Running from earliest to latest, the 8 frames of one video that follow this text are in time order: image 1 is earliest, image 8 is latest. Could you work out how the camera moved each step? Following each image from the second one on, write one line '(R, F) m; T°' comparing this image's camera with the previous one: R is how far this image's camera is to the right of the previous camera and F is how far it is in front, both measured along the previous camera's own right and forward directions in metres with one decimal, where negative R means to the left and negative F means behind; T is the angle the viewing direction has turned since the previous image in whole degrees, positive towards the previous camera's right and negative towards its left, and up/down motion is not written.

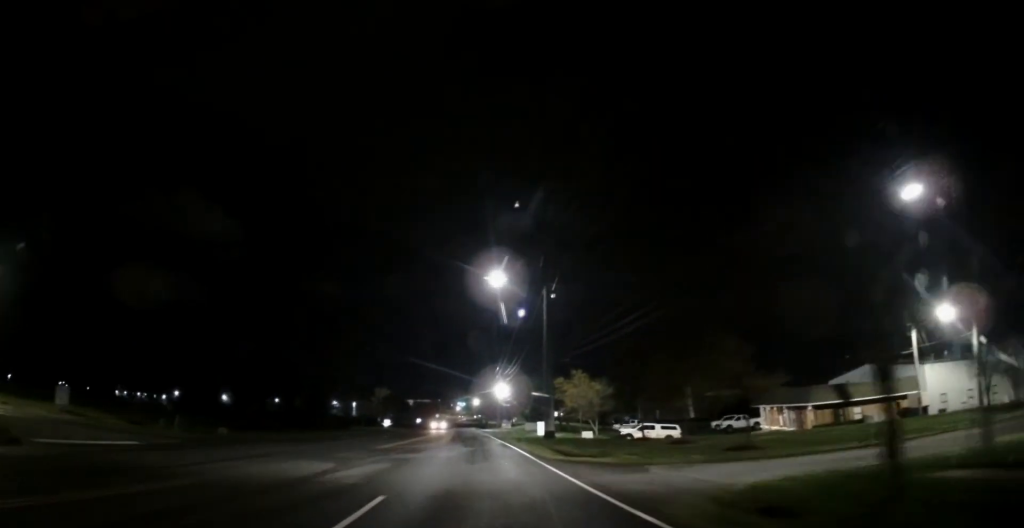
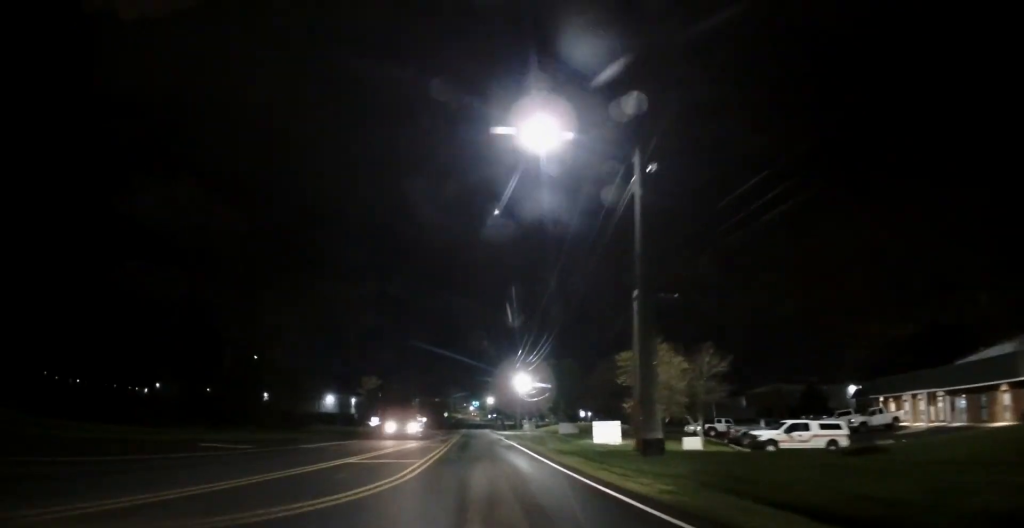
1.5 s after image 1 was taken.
(-0.5, +25.9) m; -1°
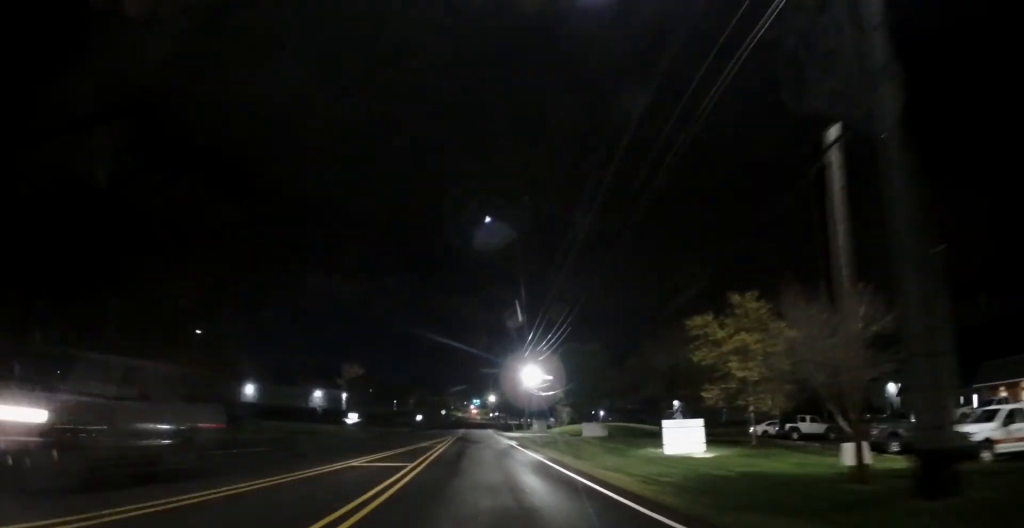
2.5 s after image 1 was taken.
(0.0, +15.5) m; 0°
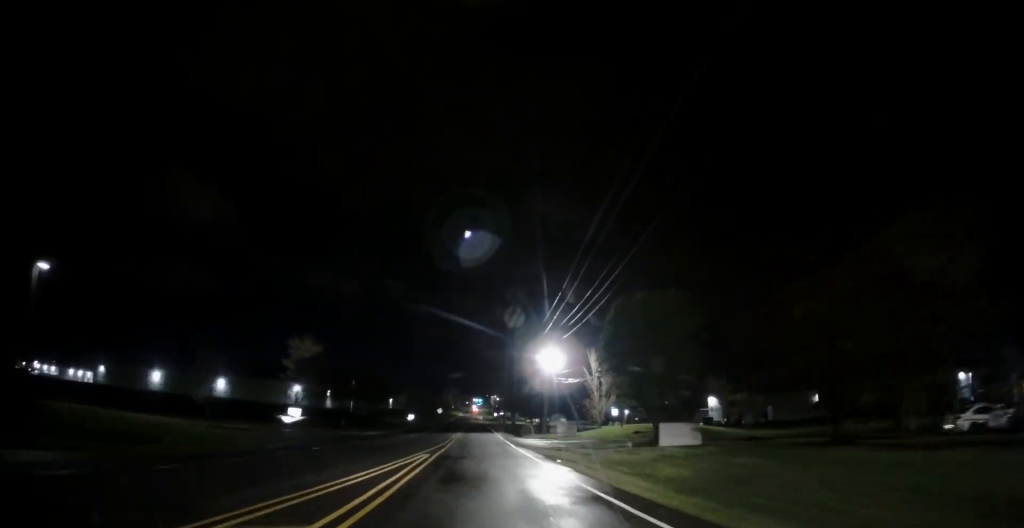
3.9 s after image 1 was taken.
(0.0, +23.2) m; 0°
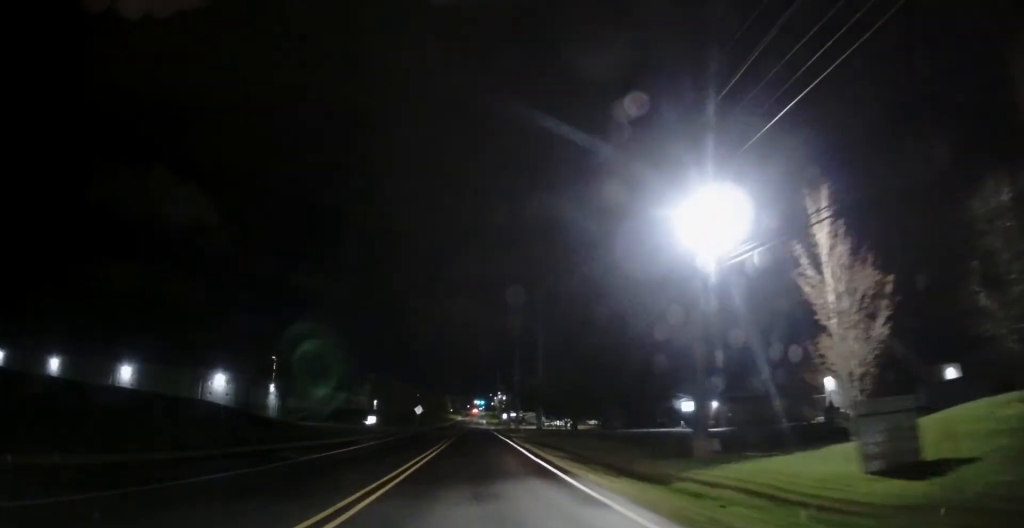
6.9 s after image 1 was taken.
(0.0, +48.0) m; 0°
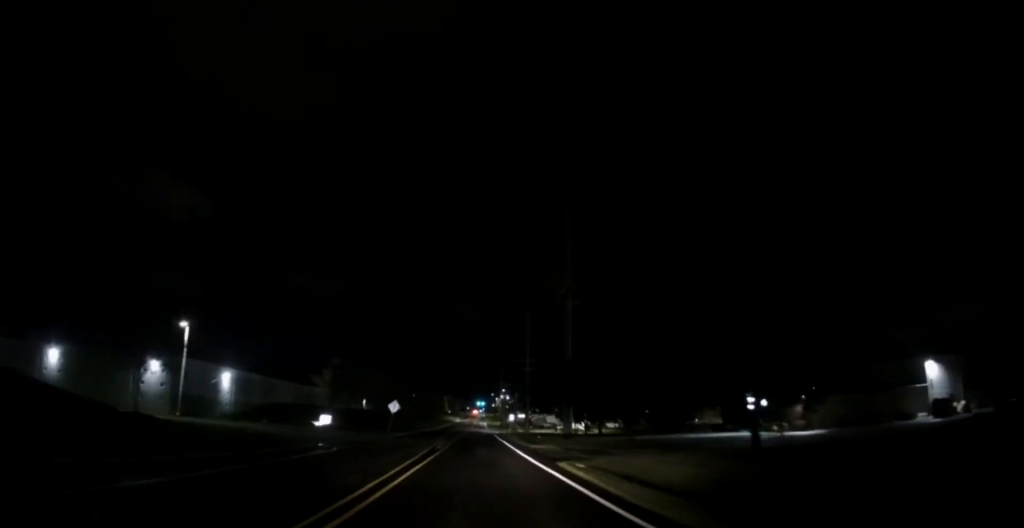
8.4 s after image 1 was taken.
(+0.1, +22.8) m; 0°
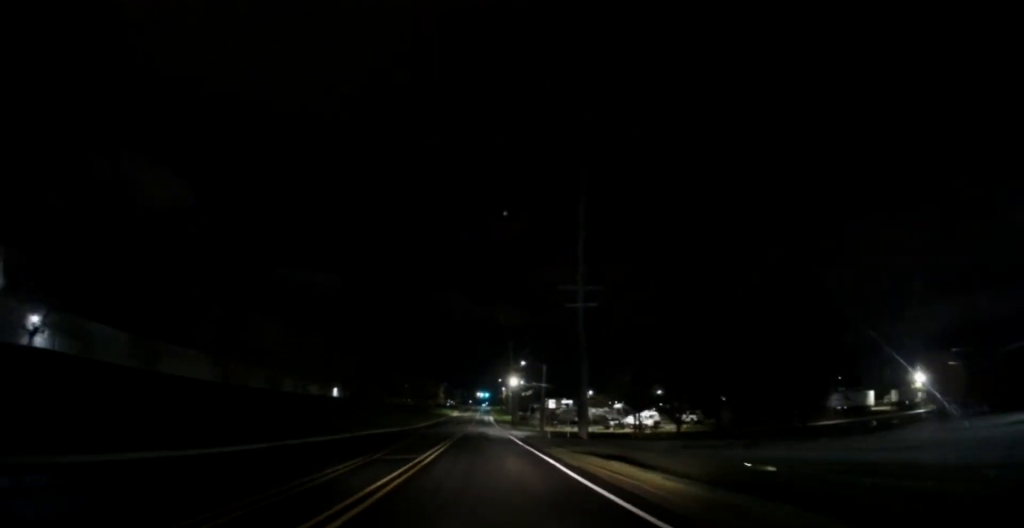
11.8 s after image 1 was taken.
(-0.3, +44.3) m; 0°
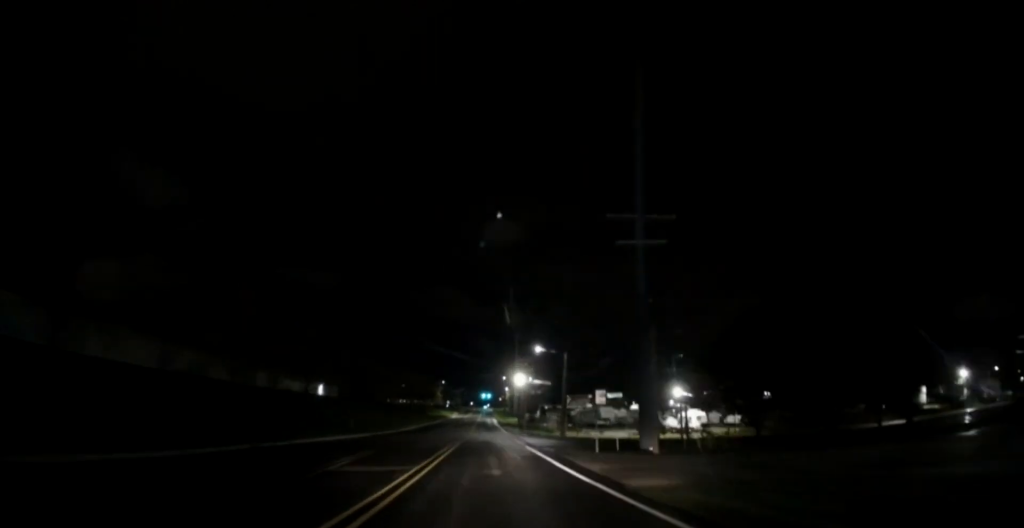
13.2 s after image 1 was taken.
(+0.1, +14.9) m; +1°
